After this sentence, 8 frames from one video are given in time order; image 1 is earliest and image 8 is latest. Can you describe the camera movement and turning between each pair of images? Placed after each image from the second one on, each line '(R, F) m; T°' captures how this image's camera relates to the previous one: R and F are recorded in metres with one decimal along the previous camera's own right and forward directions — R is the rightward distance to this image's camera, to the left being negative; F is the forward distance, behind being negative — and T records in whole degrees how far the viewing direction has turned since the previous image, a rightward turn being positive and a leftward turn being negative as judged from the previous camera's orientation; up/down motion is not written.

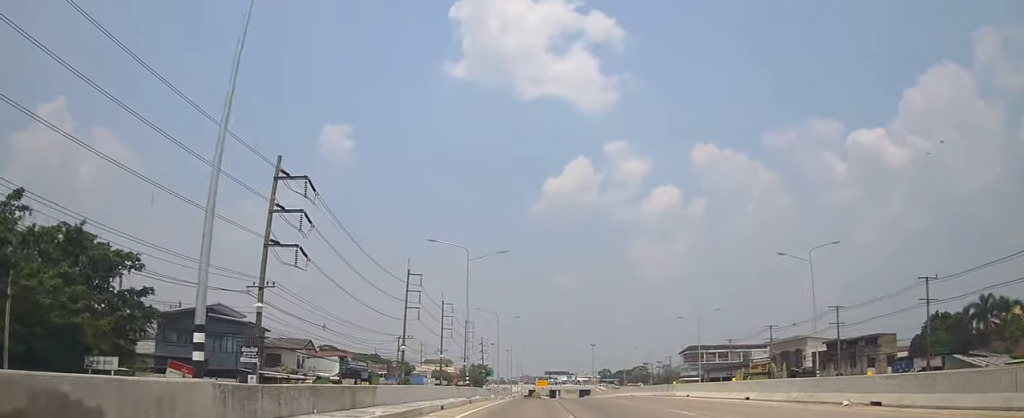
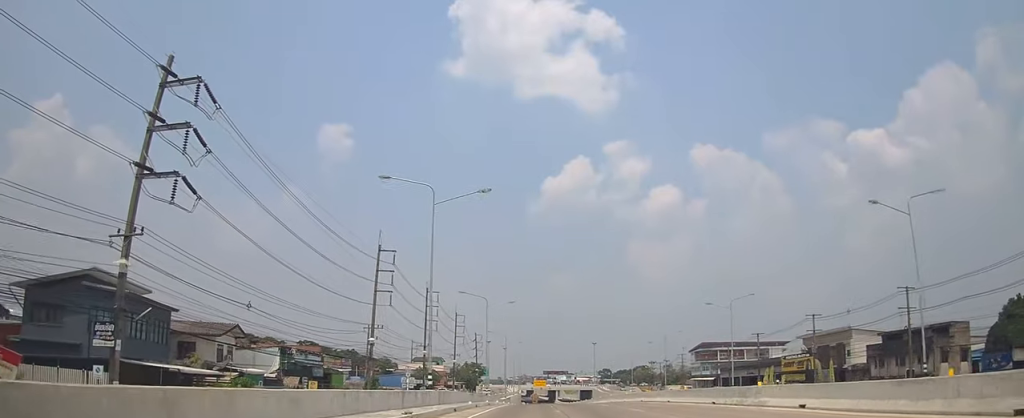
(+0.7, +16.6) m; +1°
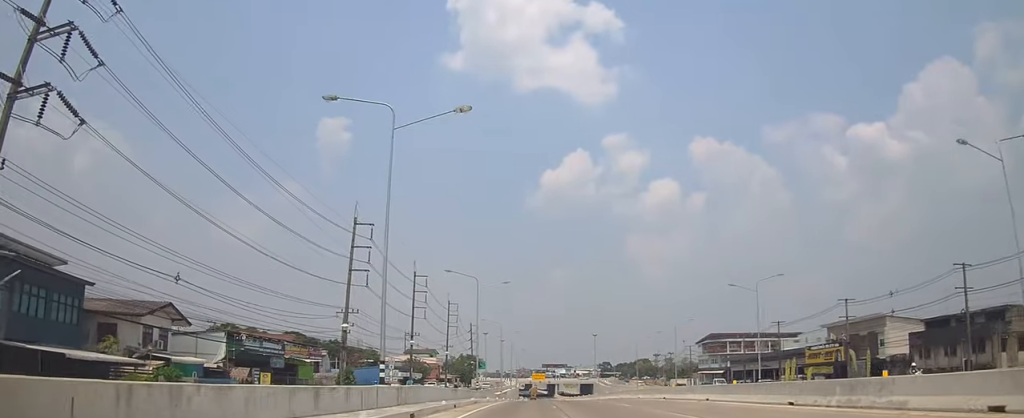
(-0.2, +9.9) m; -1°
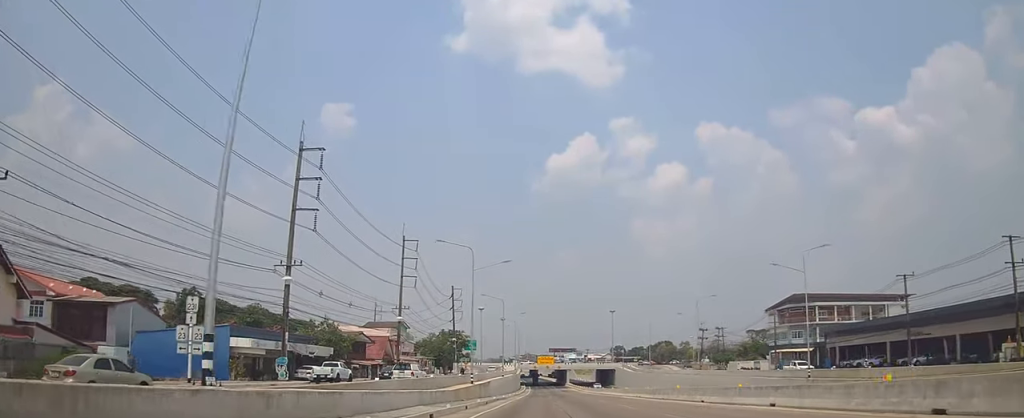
(-0.4, +50.2) m; 0°
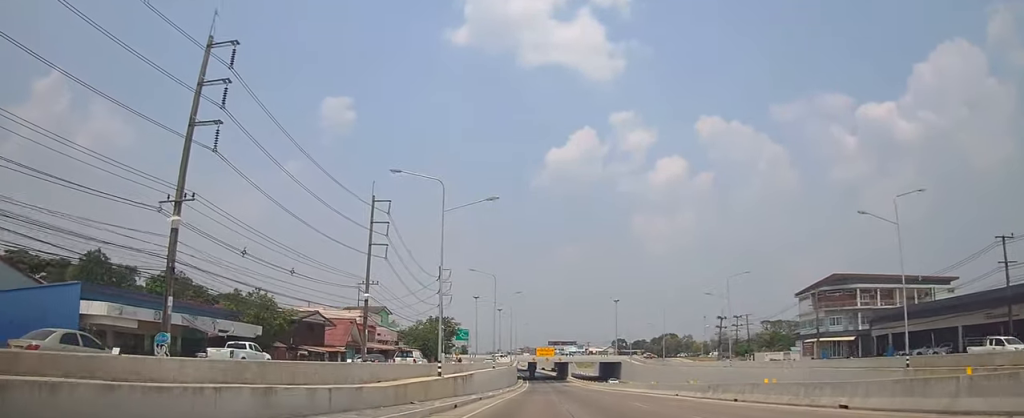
(0.0, +15.3) m; 0°
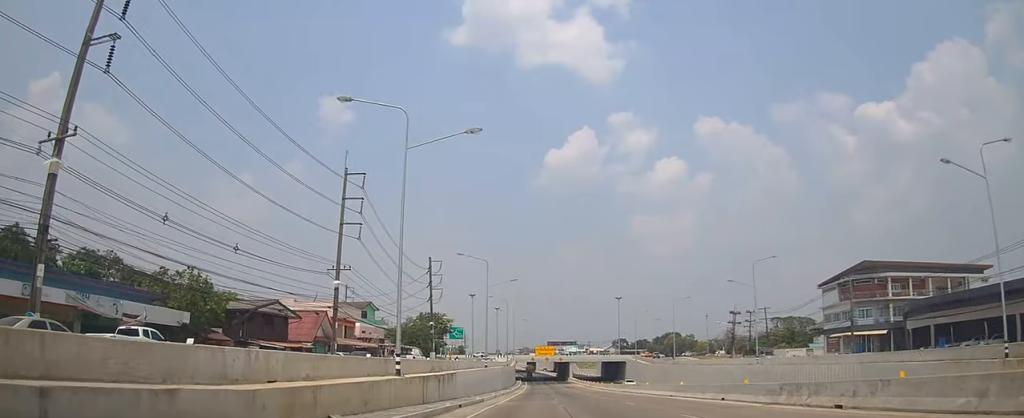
(0.0, +9.4) m; 0°
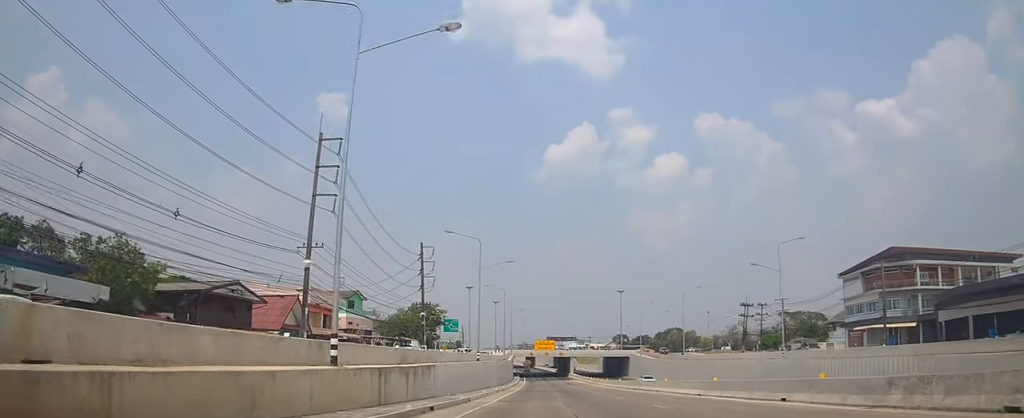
(0.0, +7.2) m; 0°
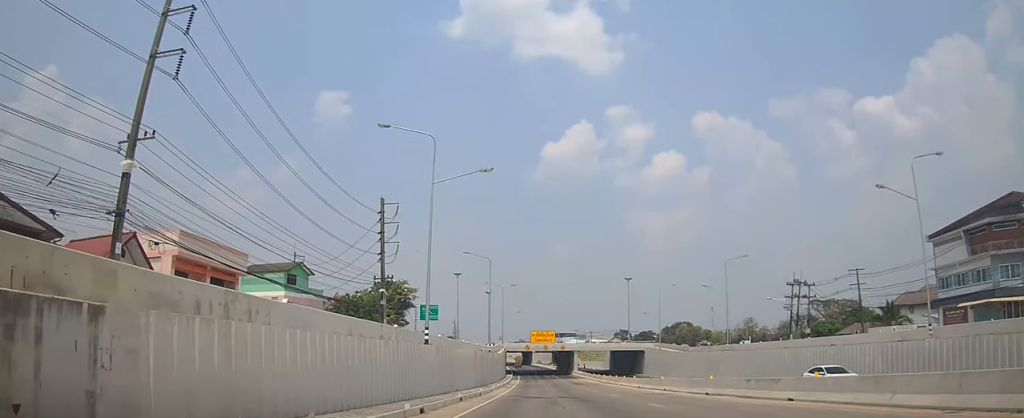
(0.0, +23.0) m; -2°
